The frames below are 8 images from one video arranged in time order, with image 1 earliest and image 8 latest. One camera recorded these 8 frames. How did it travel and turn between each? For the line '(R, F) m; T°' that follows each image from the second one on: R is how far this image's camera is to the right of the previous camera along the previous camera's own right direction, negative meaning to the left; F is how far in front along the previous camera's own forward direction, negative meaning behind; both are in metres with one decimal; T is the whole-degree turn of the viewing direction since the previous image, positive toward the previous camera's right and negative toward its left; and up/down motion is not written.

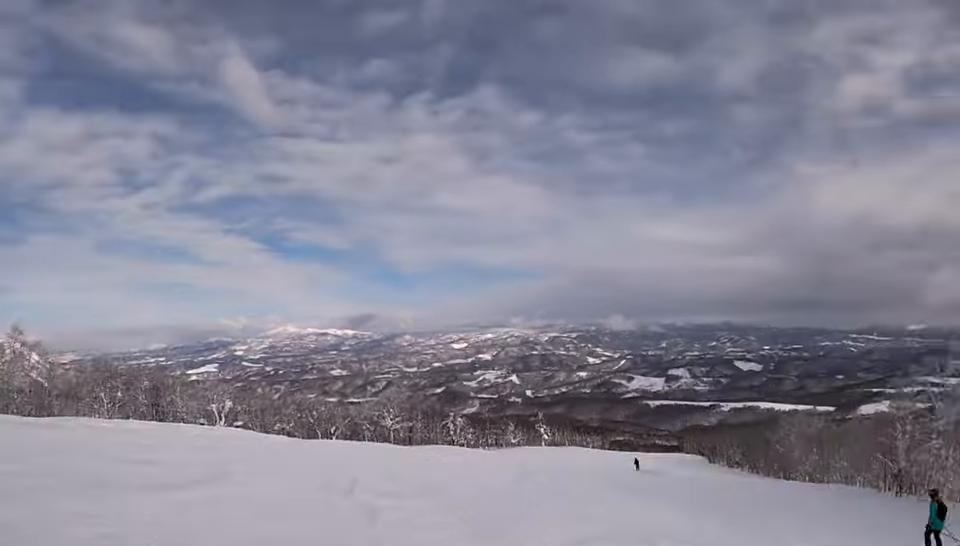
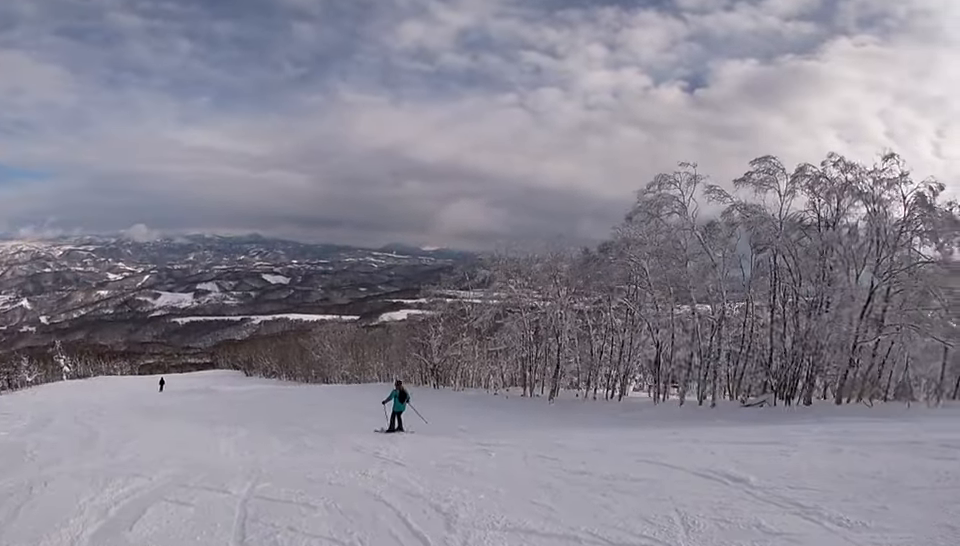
(+0.1, +3.1) m; +14°
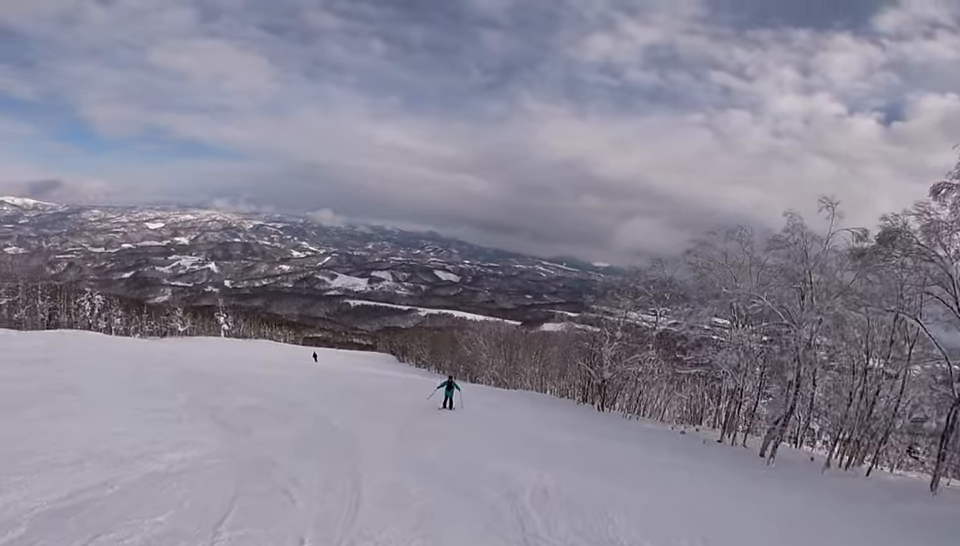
(+3.0, +11.2) m; -3°
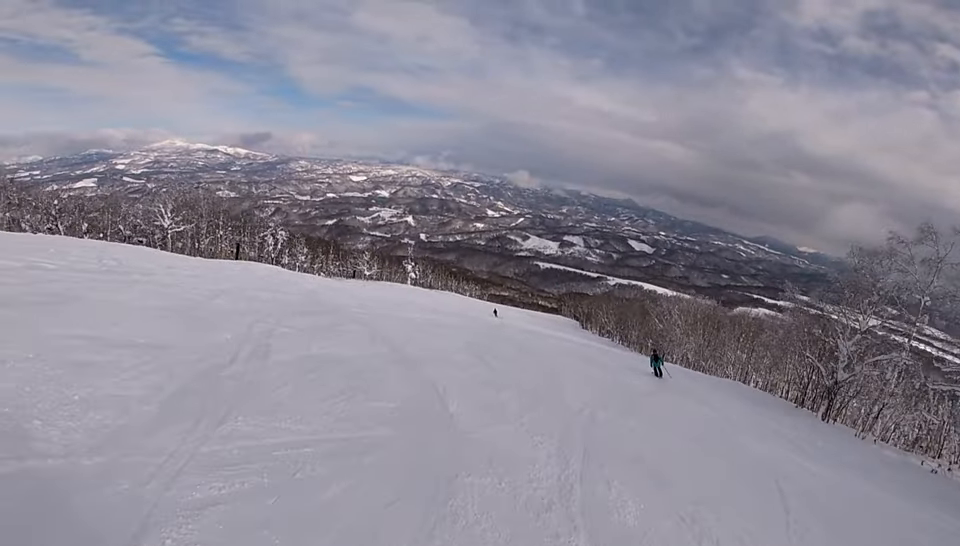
(-1.5, +5.2) m; -14°
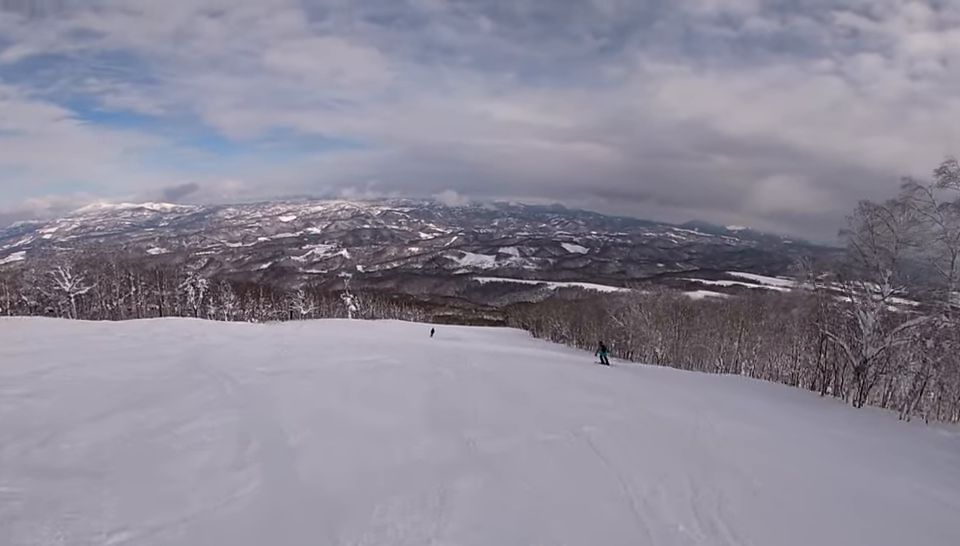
(-0.7, +6.1) m; +5°
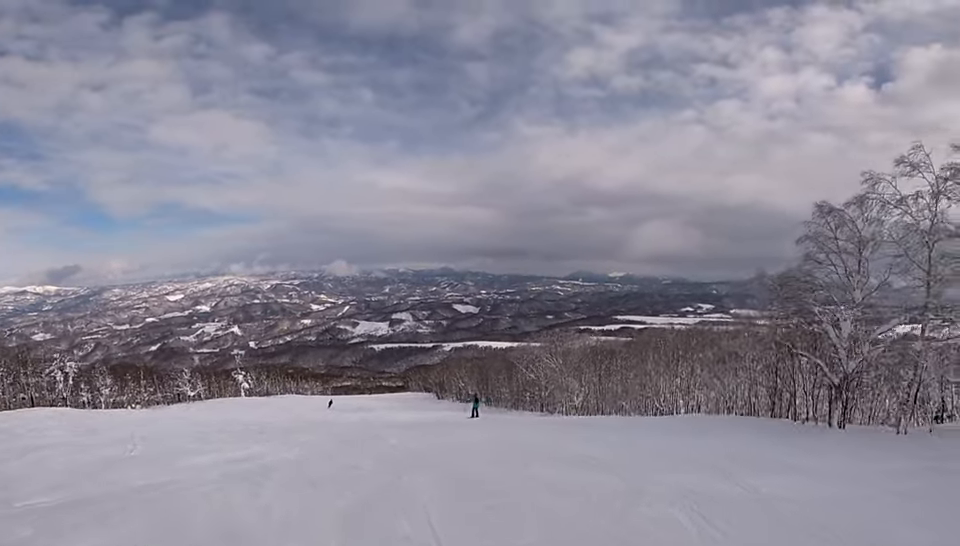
(+0.6, +5.4) m; +17°
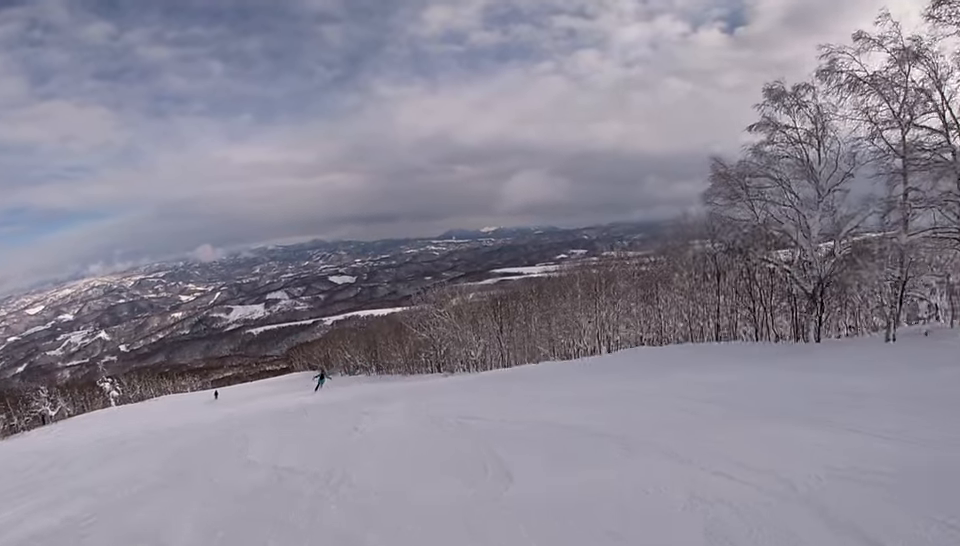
(+1.2, +5.8) m; 0°
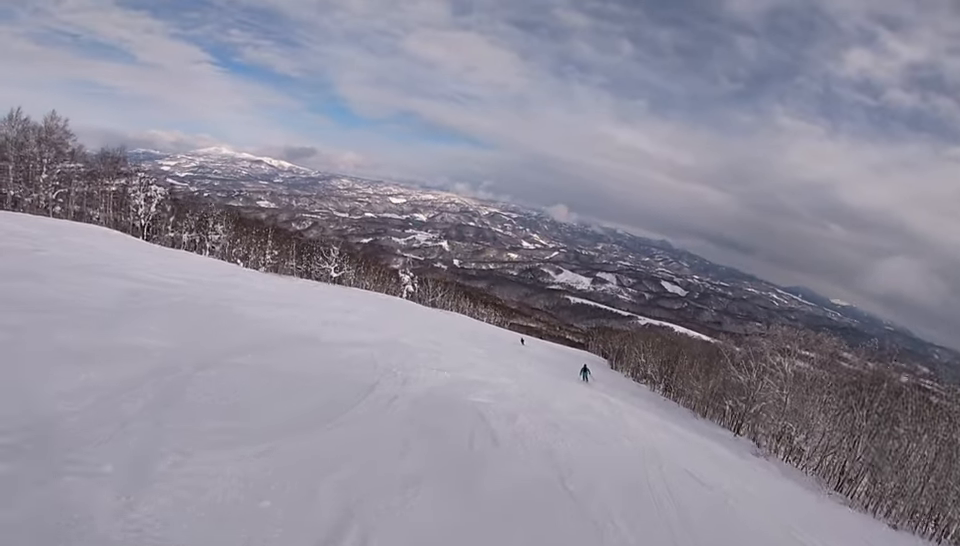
(-3.2, +13.1) m; -25°
